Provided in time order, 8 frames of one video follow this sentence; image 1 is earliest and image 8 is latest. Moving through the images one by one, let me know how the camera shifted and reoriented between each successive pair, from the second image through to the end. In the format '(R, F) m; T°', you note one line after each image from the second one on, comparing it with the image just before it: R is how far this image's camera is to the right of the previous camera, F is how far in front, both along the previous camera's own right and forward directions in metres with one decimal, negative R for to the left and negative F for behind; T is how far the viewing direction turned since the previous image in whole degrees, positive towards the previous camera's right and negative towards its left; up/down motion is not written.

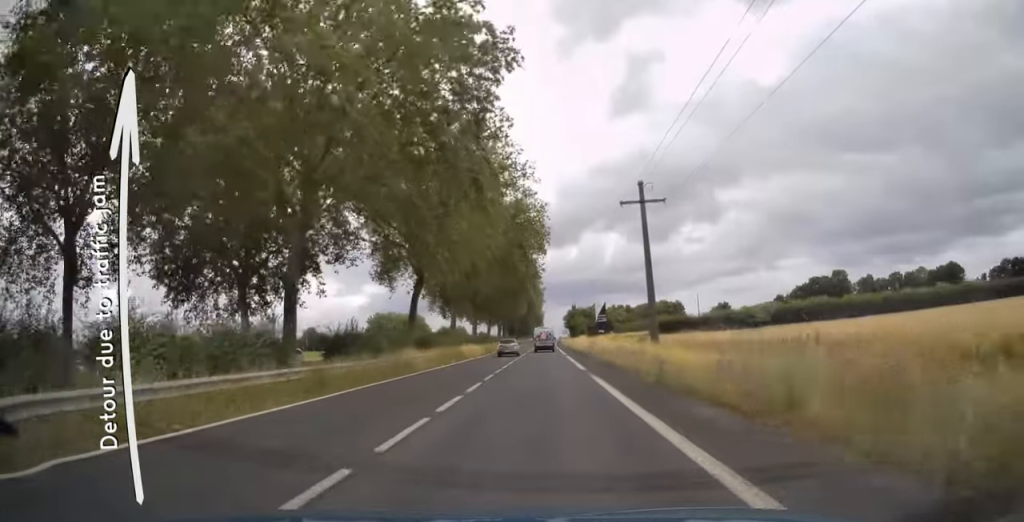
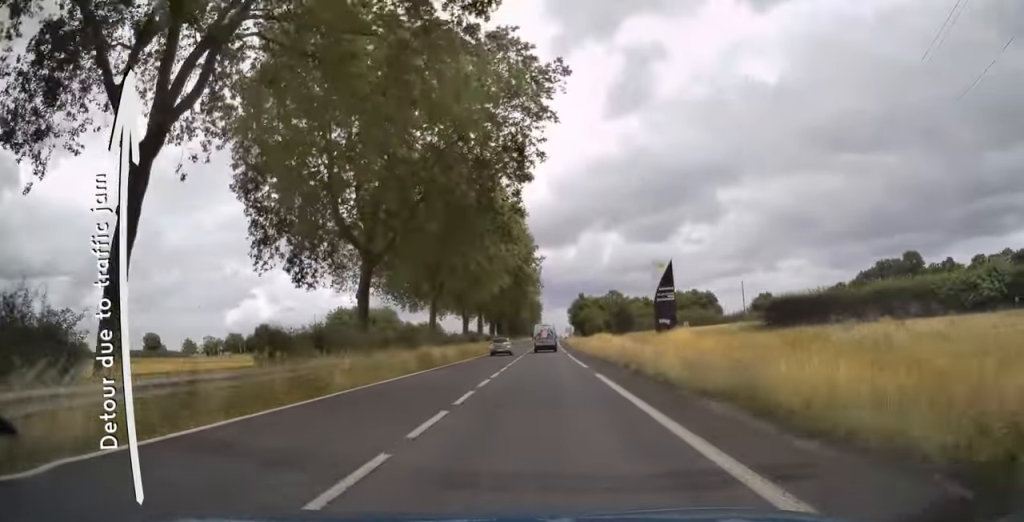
(-0.5, +51.2) m; -1°
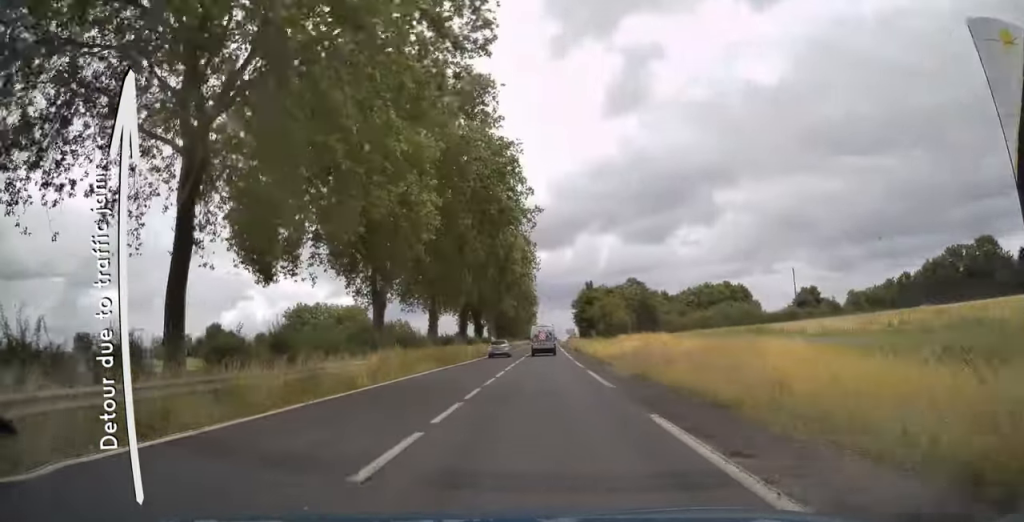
(+0.1, +37.3) m; 0°
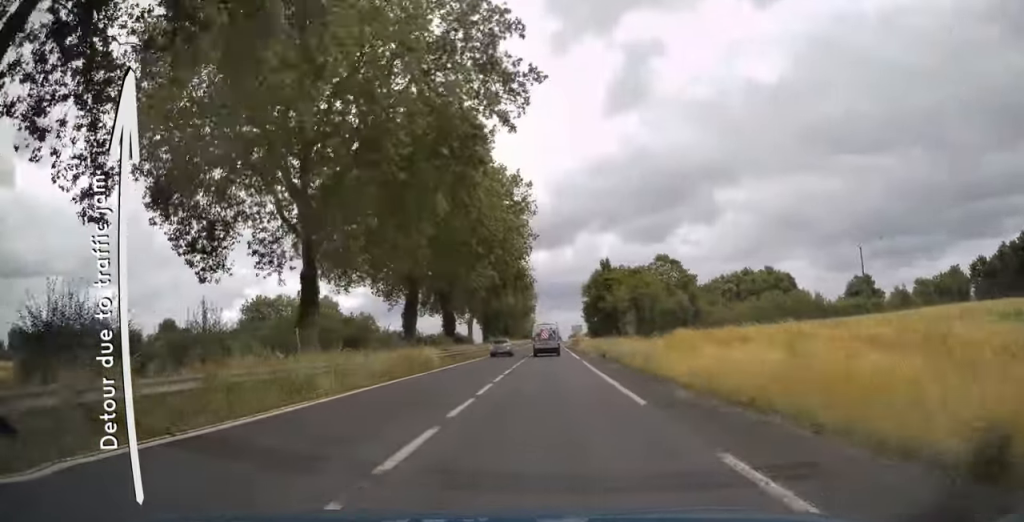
(+0.1, +30.0) m; +1°
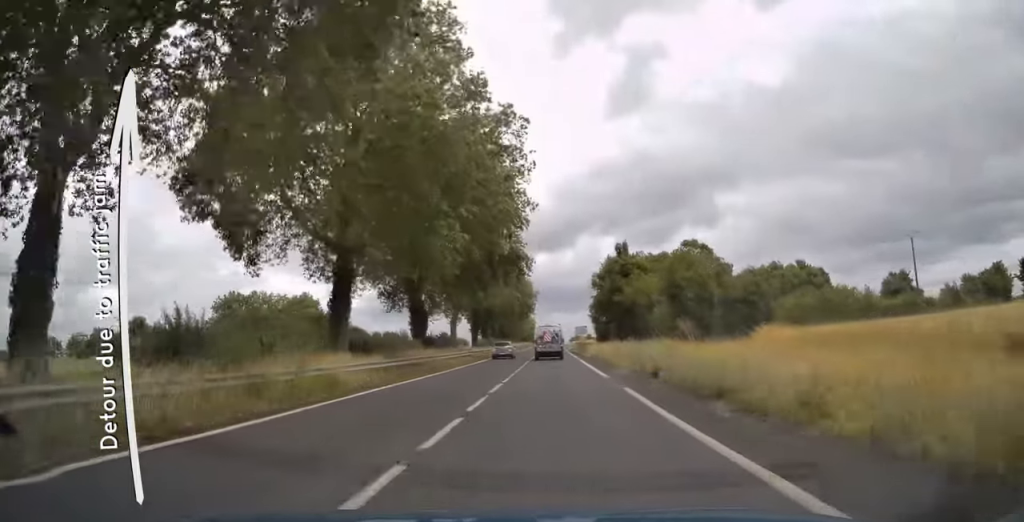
(+0.2, +16.0) m; 0°
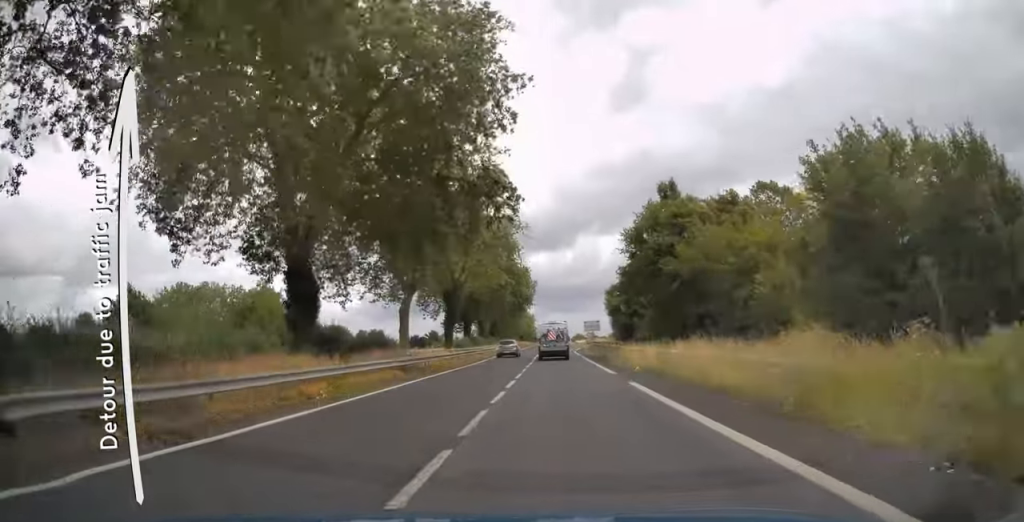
(-0.1, +24.8) m; 0°
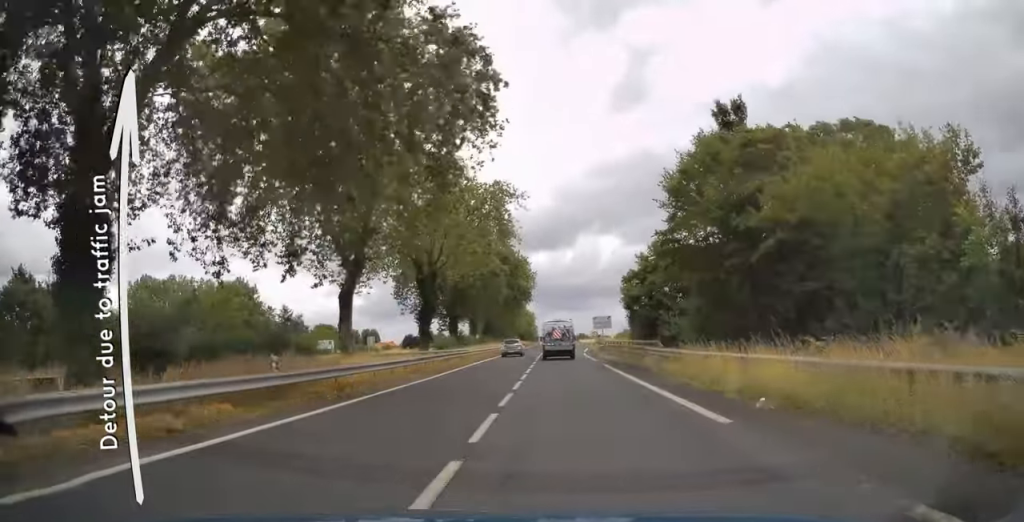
(-0.2, +14.0) m; 0°
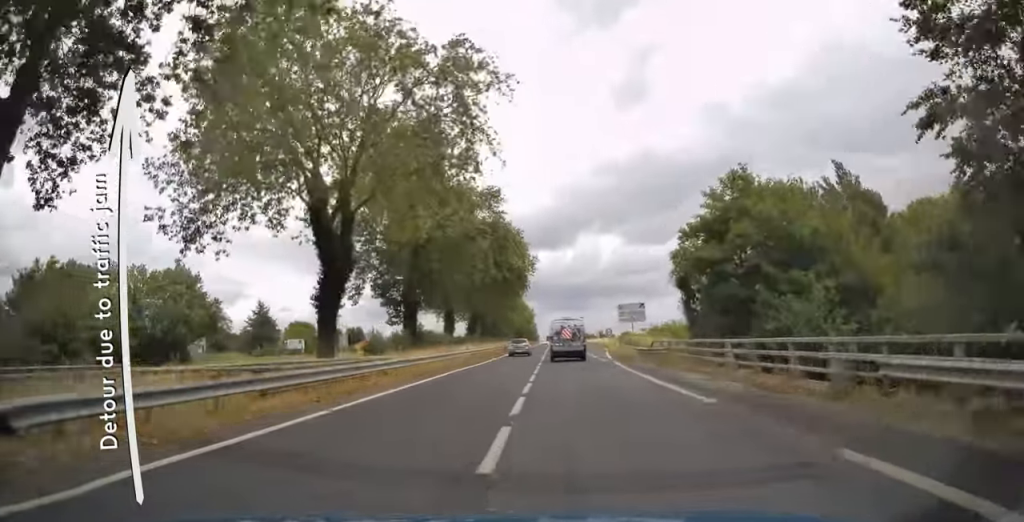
(+0.3, +23.7) m; 0°
